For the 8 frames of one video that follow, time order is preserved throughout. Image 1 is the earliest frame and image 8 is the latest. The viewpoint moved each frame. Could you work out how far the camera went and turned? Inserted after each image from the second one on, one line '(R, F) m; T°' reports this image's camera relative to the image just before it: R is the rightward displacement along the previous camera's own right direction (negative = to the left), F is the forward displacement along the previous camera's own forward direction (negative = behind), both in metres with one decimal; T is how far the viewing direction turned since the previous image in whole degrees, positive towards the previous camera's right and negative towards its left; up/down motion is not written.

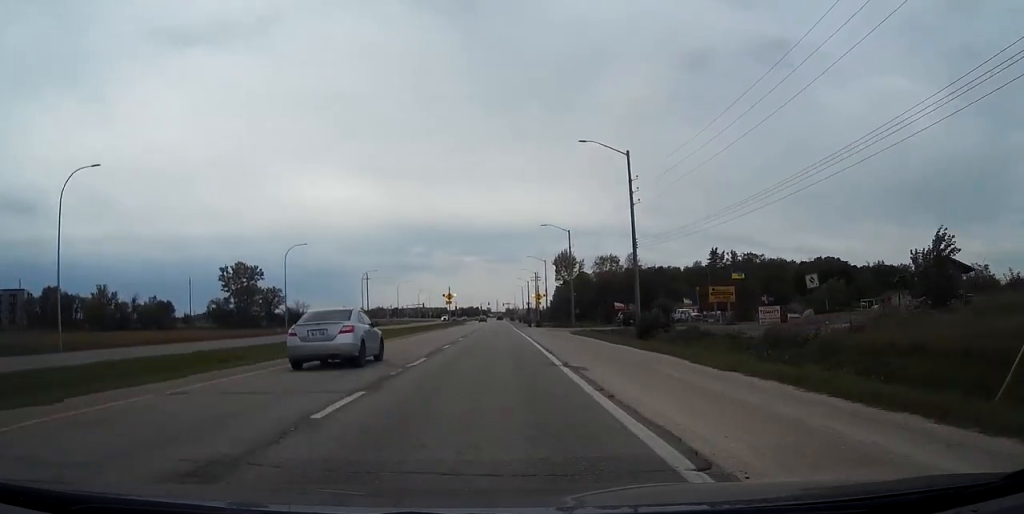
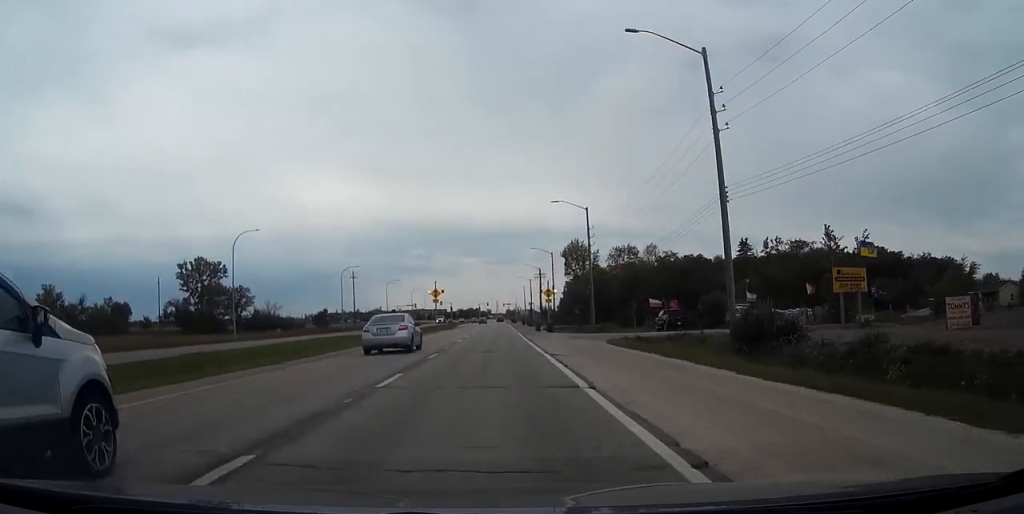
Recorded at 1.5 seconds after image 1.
(-0.3, +23.4) m; -1°
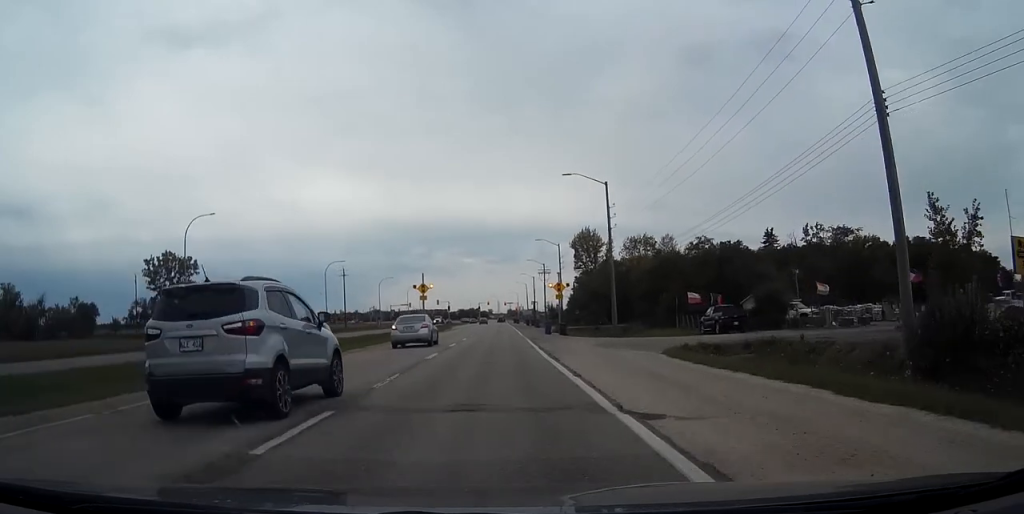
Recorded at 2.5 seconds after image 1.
(0.0, +15.5) m; +1°
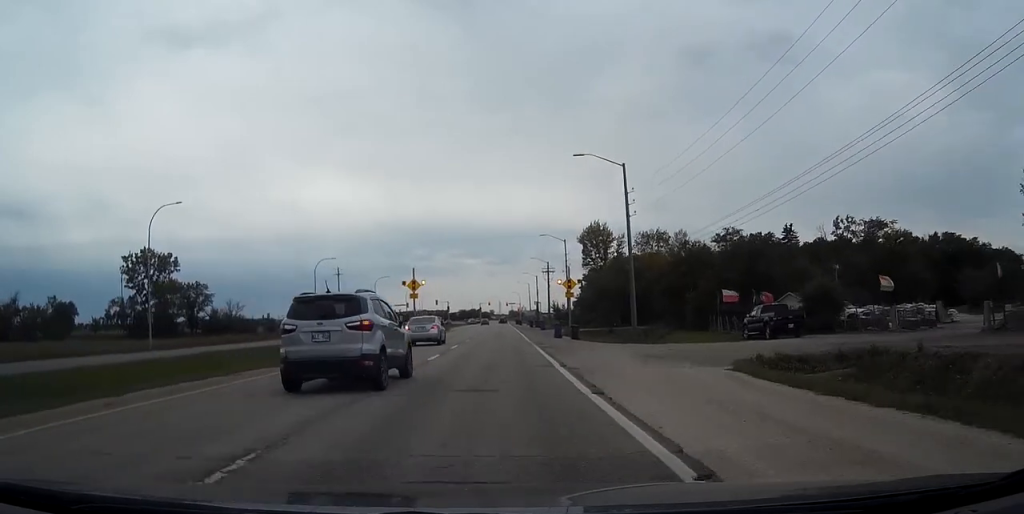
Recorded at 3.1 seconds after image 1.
(+0.1, +9.3) m; 0°
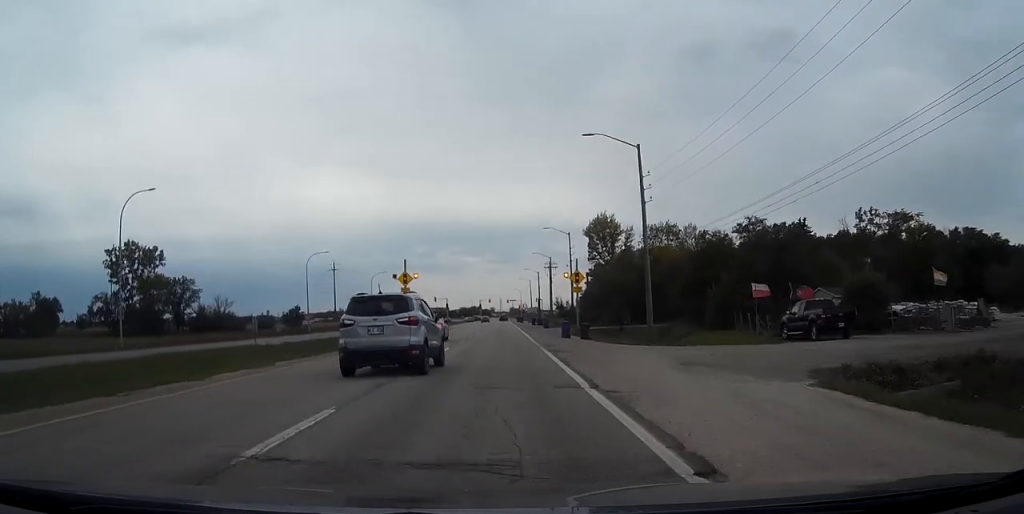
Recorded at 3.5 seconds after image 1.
(+0.1, +6.2) m; 0°
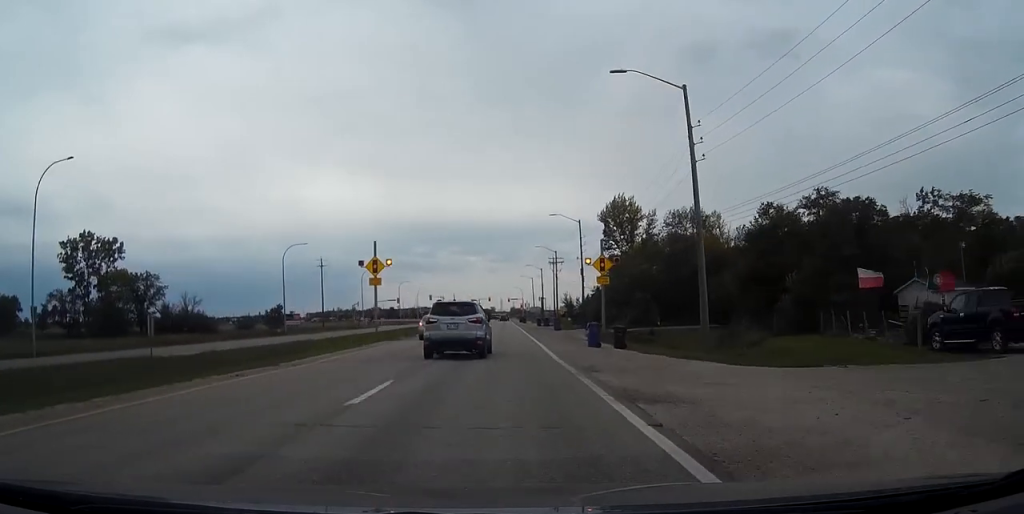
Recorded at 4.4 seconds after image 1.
(-0.2, +14.4) m; 0°
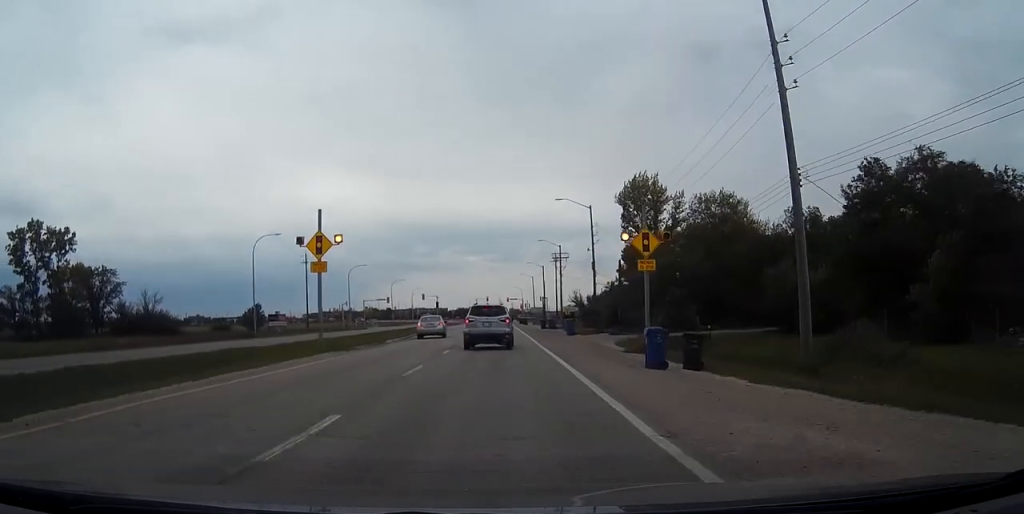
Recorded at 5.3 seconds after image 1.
(+0.1, +13.6) m; 0°
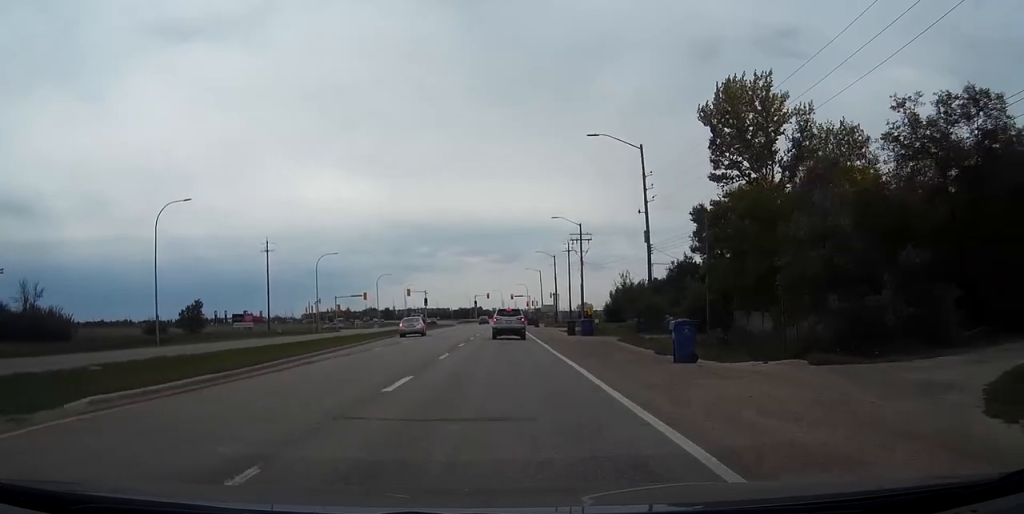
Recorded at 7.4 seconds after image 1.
(-0.1, +30.4) m; 0°
